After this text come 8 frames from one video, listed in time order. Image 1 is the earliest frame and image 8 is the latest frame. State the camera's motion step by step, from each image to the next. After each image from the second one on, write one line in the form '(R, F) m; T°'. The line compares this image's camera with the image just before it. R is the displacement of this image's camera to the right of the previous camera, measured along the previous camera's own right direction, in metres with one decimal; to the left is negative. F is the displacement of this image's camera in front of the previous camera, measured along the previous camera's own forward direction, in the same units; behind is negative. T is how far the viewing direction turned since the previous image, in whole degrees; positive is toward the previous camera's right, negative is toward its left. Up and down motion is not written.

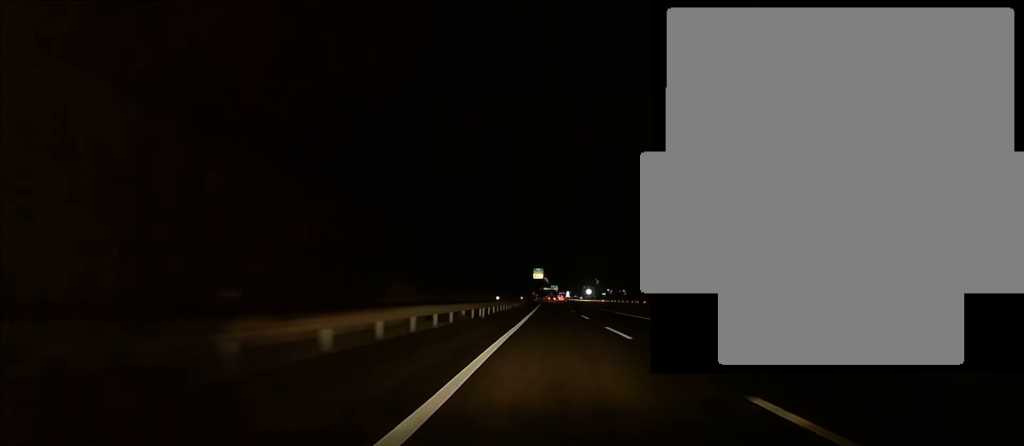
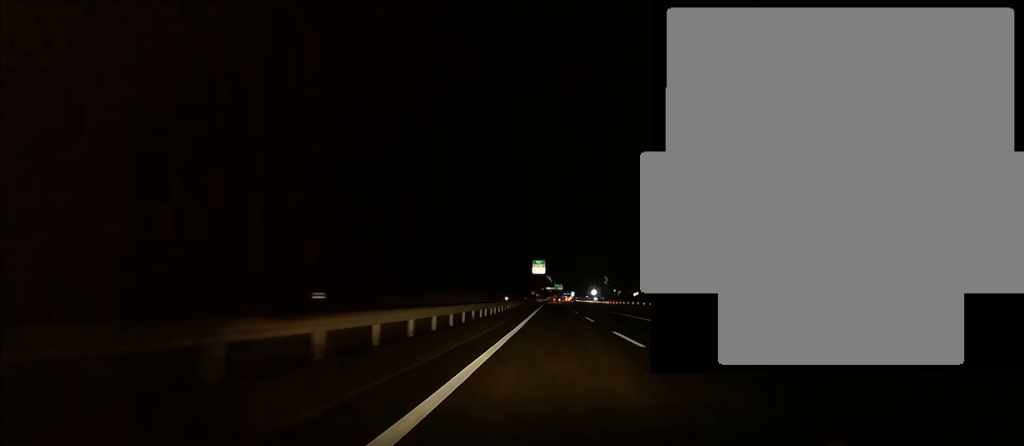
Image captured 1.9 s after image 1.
(0.0, +42.7) m; 0°
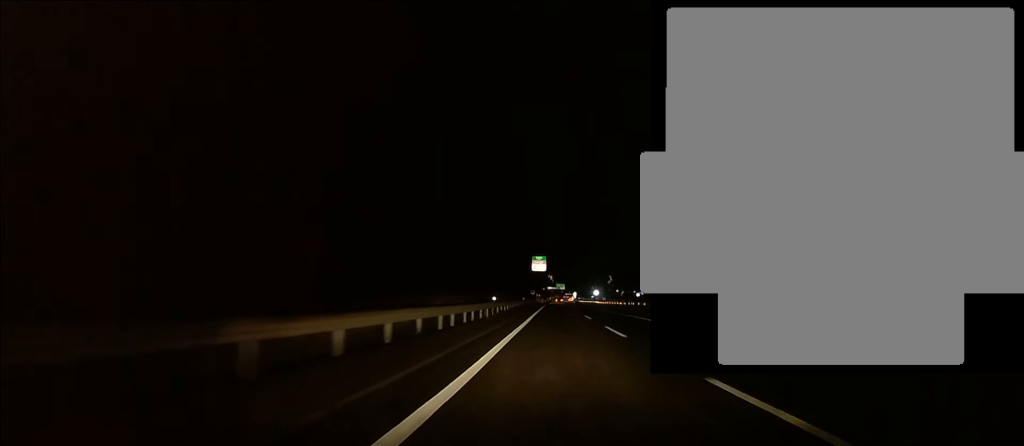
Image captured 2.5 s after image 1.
(0.0, +15.2) m; 0°
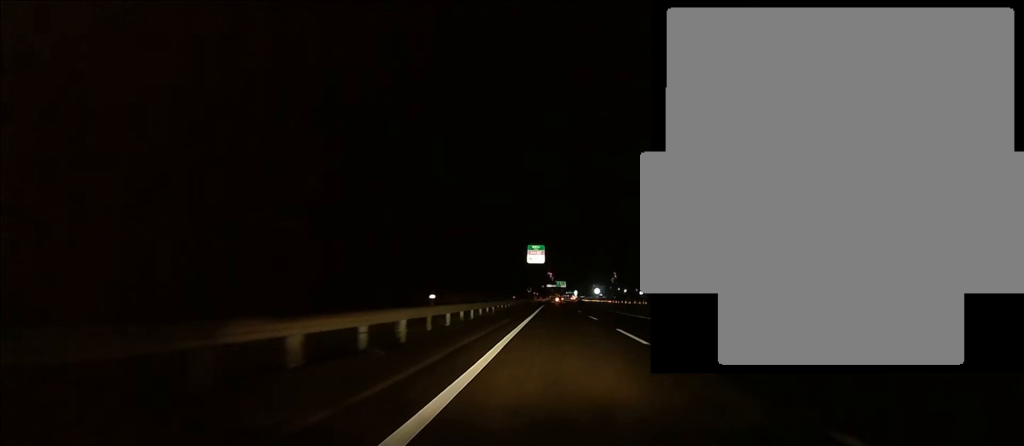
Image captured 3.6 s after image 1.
(0.0, +23.5) m; 0°
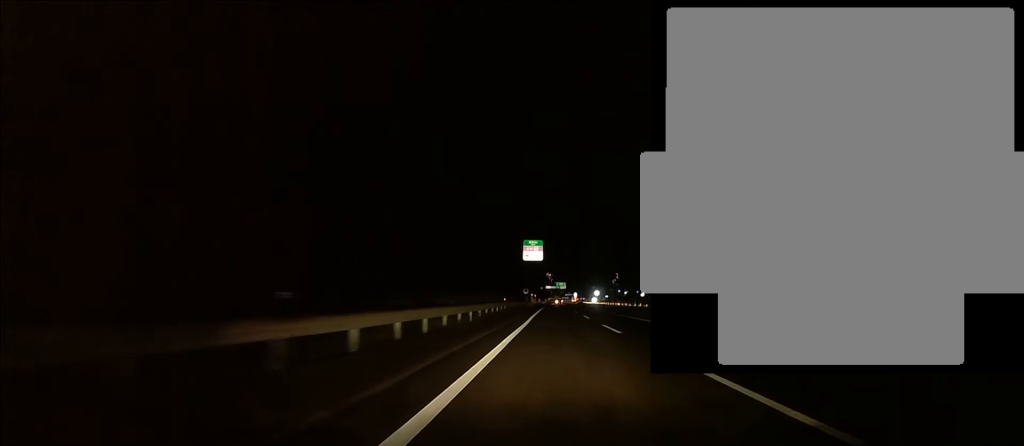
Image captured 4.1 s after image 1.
(0.0, +13.0) m; 0°
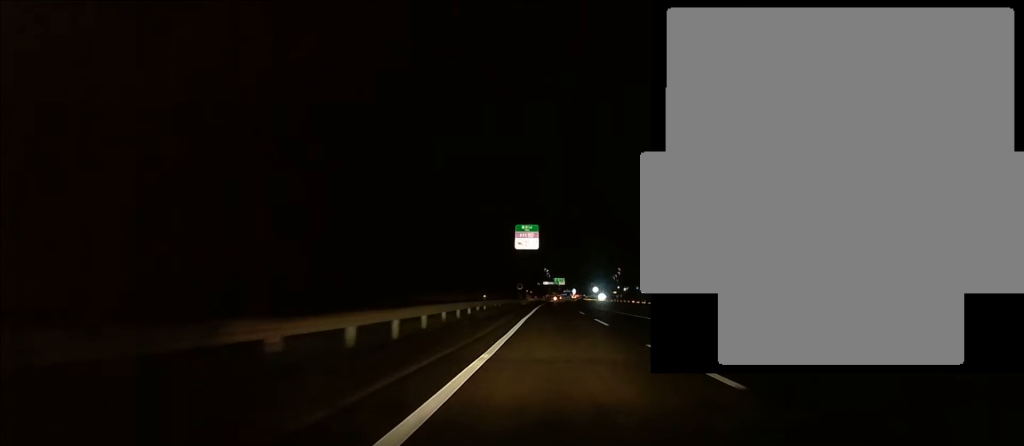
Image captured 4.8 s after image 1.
(0.0, +16.1) m; 0°
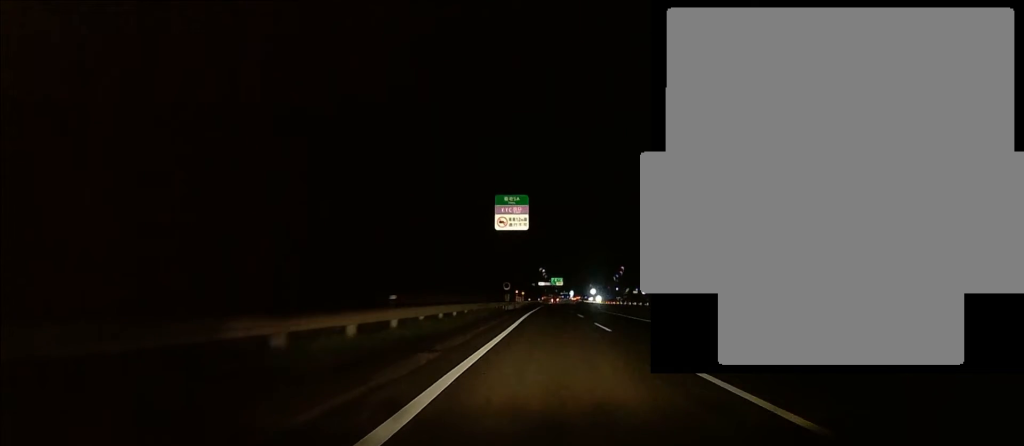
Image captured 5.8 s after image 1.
(0.0, +23.0) m; 0°
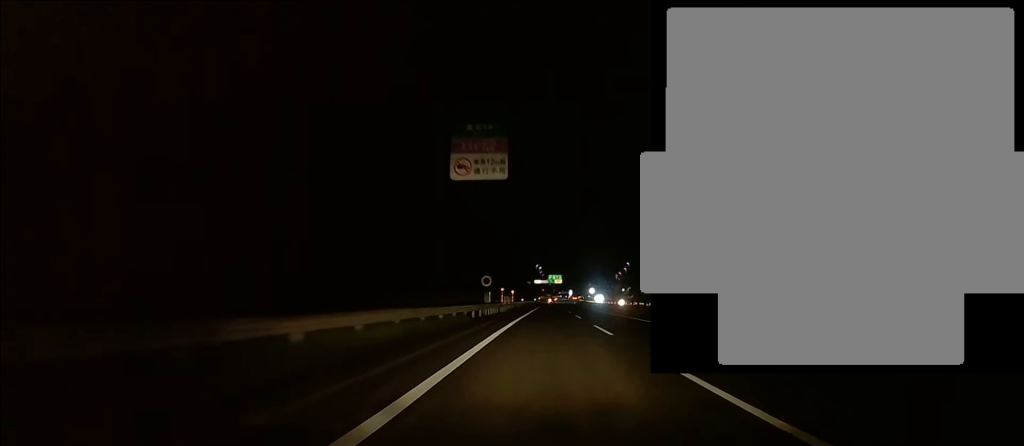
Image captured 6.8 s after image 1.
(0.0, +22.4) m; 0°
